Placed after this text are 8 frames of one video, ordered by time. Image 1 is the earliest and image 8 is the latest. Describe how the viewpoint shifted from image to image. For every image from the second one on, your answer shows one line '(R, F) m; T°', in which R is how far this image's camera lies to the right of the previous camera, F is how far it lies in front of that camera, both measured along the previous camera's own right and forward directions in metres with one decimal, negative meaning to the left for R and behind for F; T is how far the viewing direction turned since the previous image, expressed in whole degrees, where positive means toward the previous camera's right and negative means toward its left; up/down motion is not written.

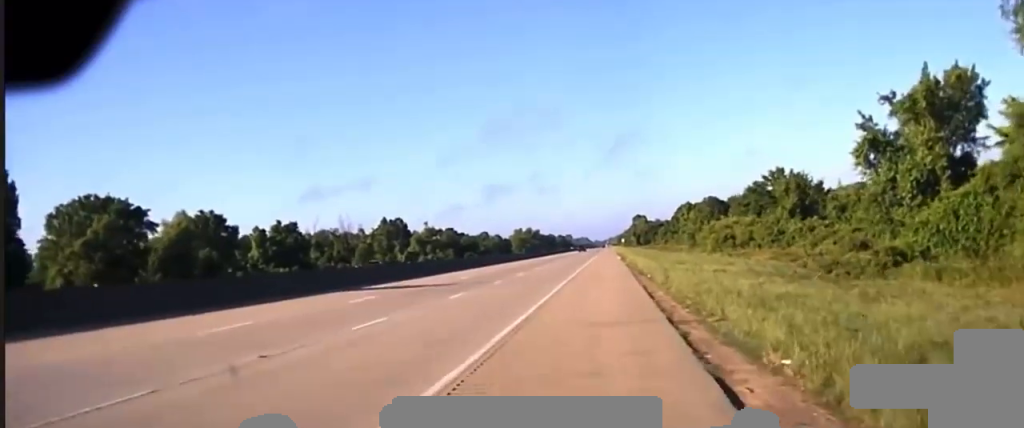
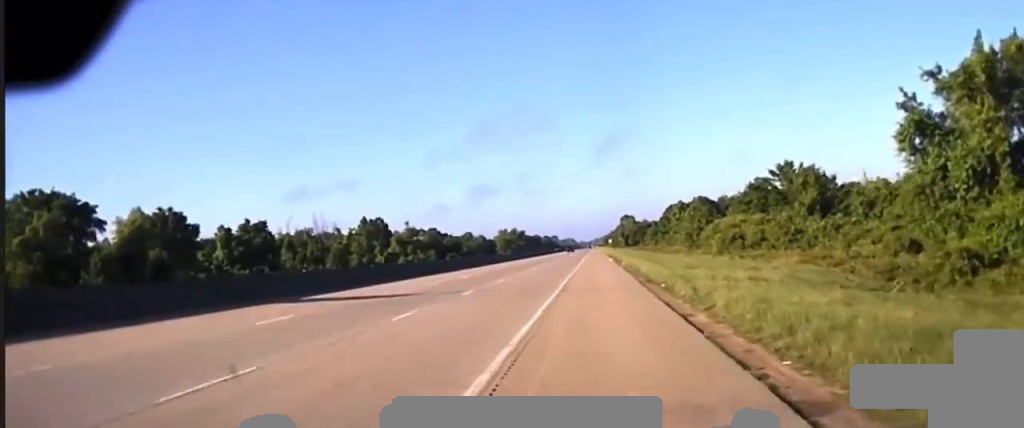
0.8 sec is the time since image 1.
(0.0, +8.7) m; +1°
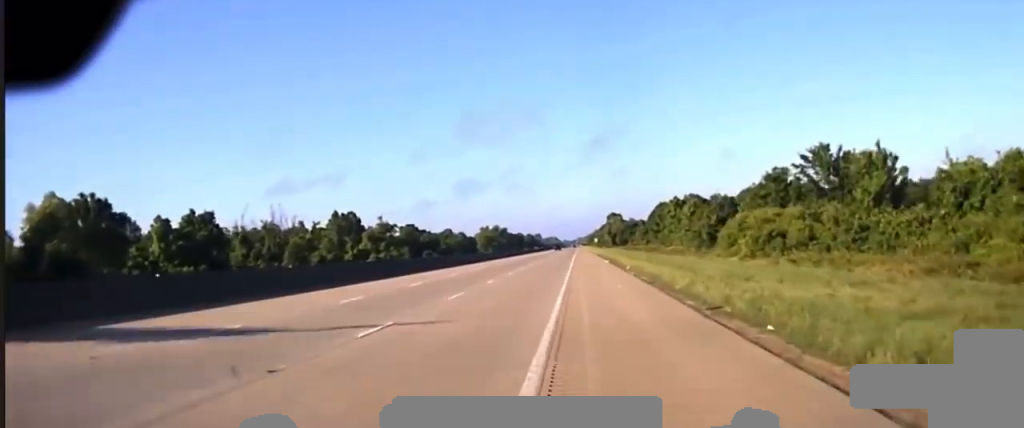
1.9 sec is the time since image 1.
(+0.4, +16.4) m; +1°
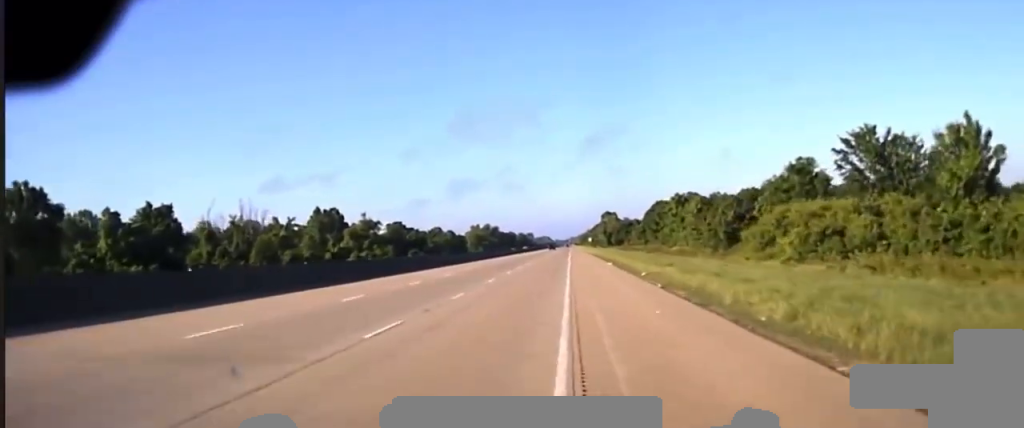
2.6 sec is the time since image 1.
(-0.2, +14.3) m; 0°
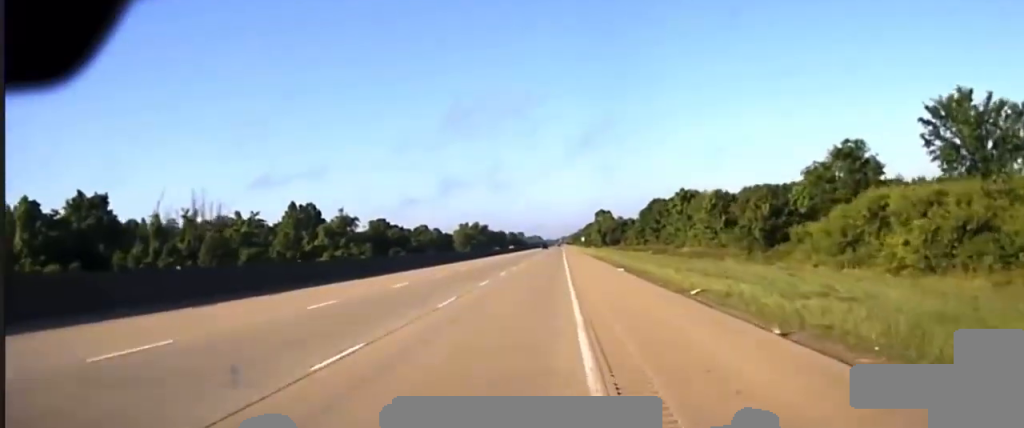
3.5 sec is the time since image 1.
(0.0, +18.0) m; 0°
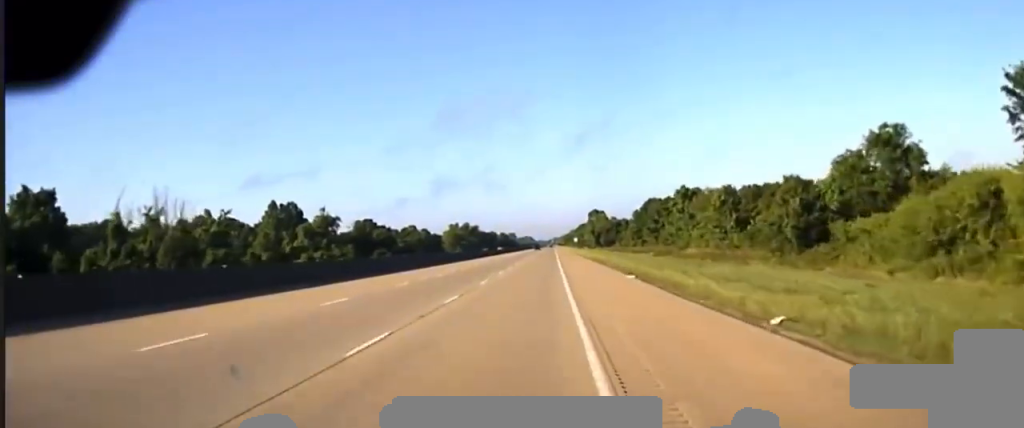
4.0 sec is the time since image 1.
(0.0, +10.5) m; +1°
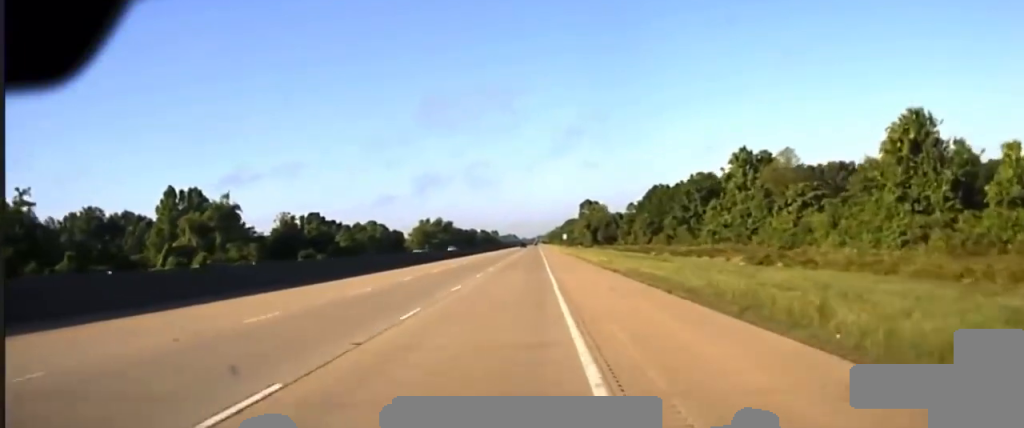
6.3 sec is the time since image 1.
(+0.5, +47.7) m; +1°
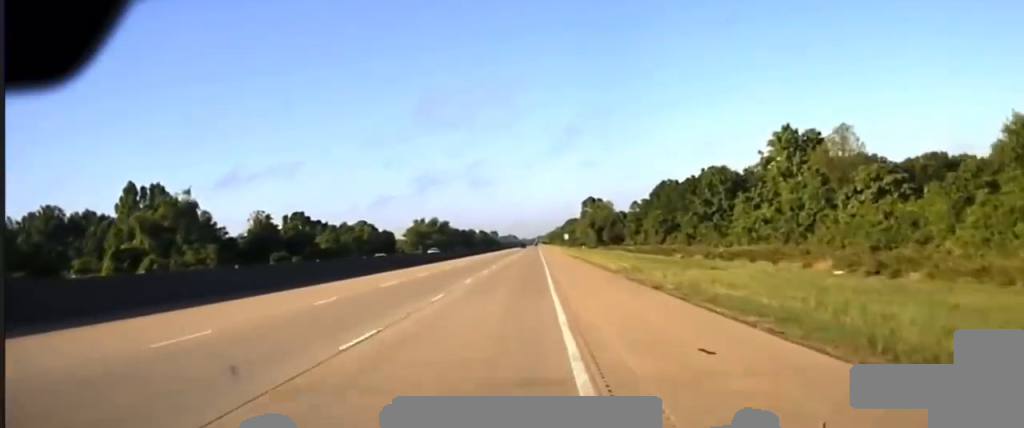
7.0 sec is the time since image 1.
(0.0, +16.0) m; 0°
